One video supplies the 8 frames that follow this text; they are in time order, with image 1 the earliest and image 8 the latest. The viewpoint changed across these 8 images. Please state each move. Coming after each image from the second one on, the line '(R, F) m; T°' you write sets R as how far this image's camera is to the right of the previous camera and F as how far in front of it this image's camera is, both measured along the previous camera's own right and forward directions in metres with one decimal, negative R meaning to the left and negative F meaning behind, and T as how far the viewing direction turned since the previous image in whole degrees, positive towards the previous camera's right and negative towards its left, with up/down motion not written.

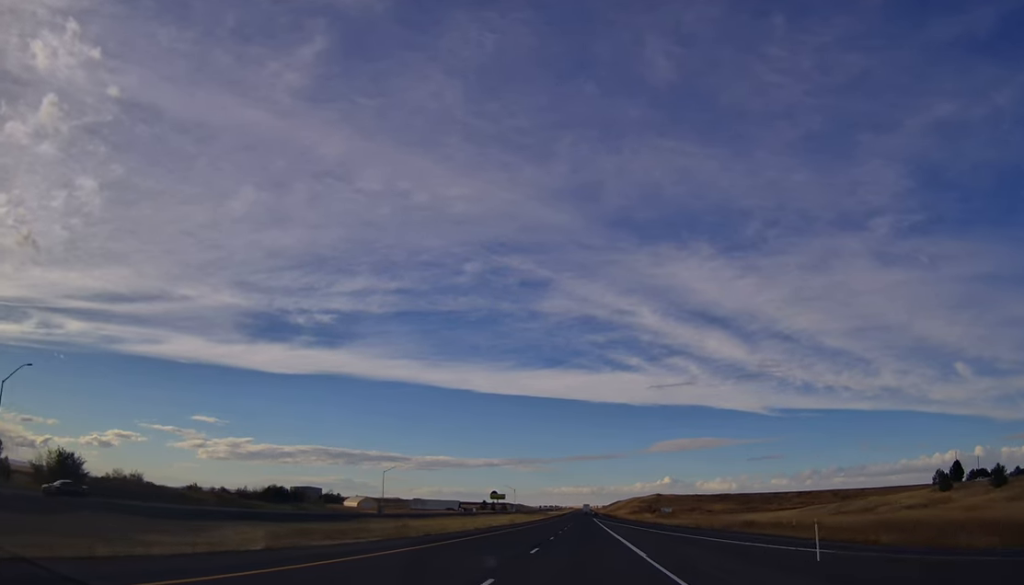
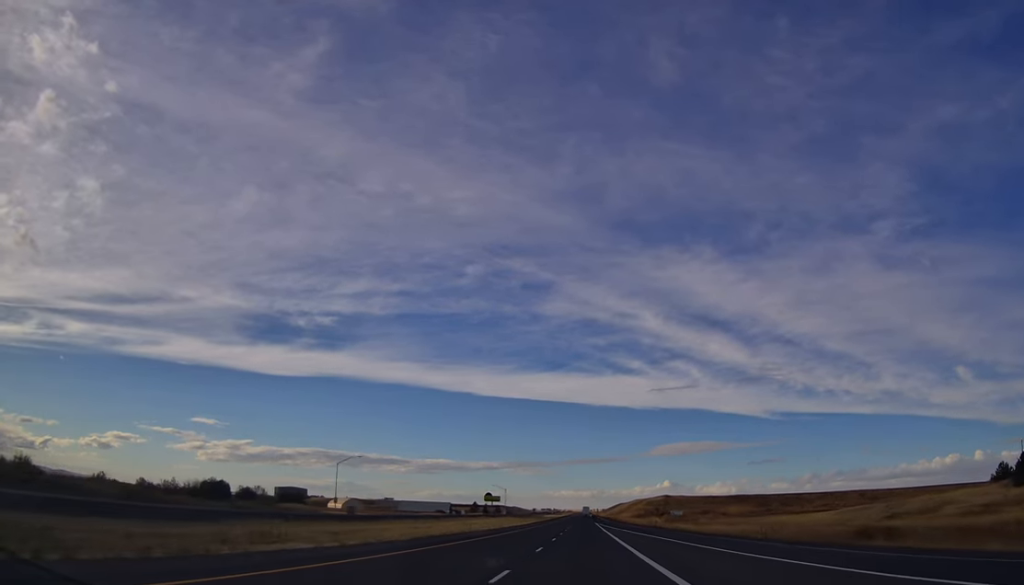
(-0.6, +34.3) m; 0°
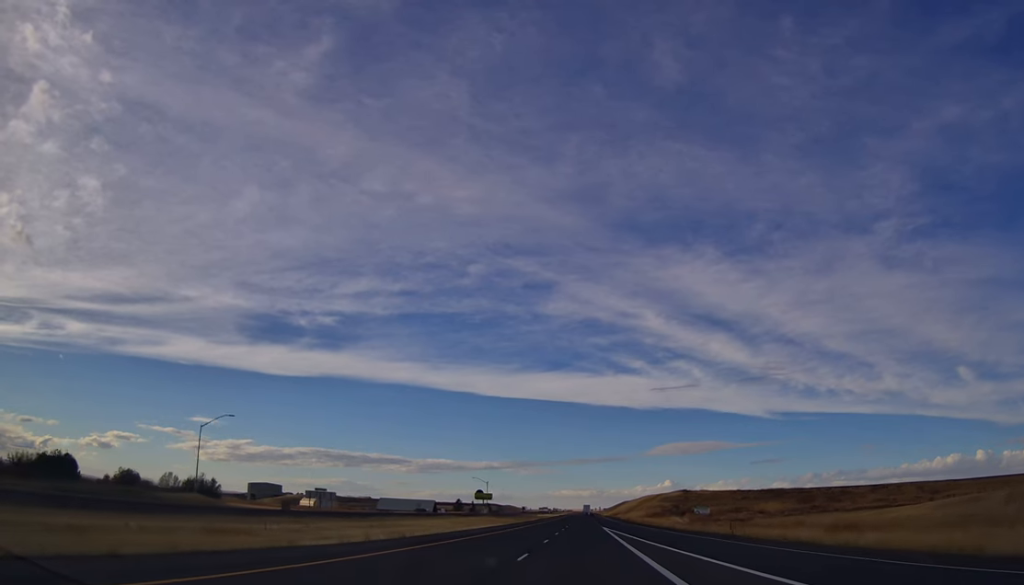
(+0.4, +55.7) m; 0°
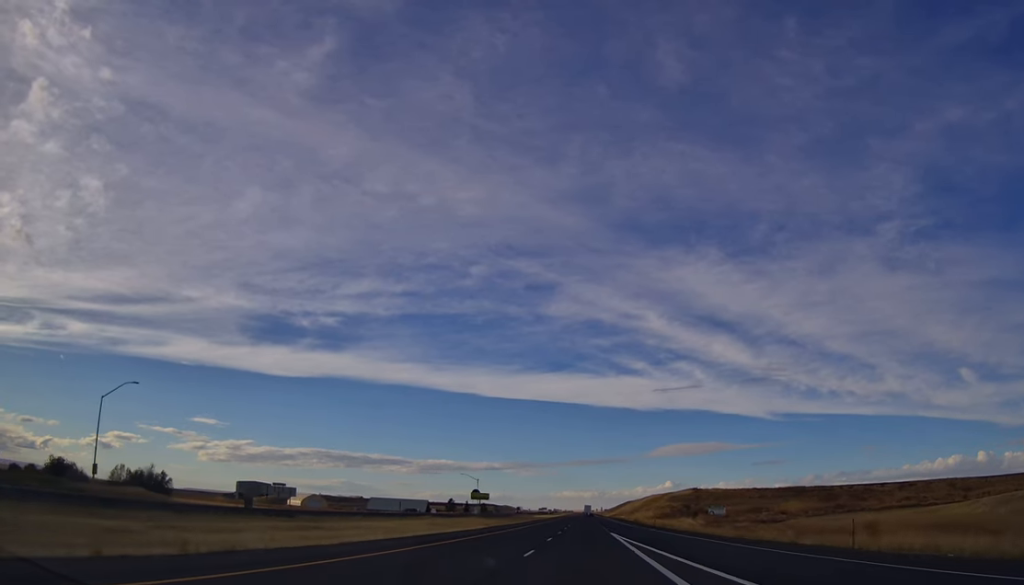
(0.0, +22.5) m; 0°
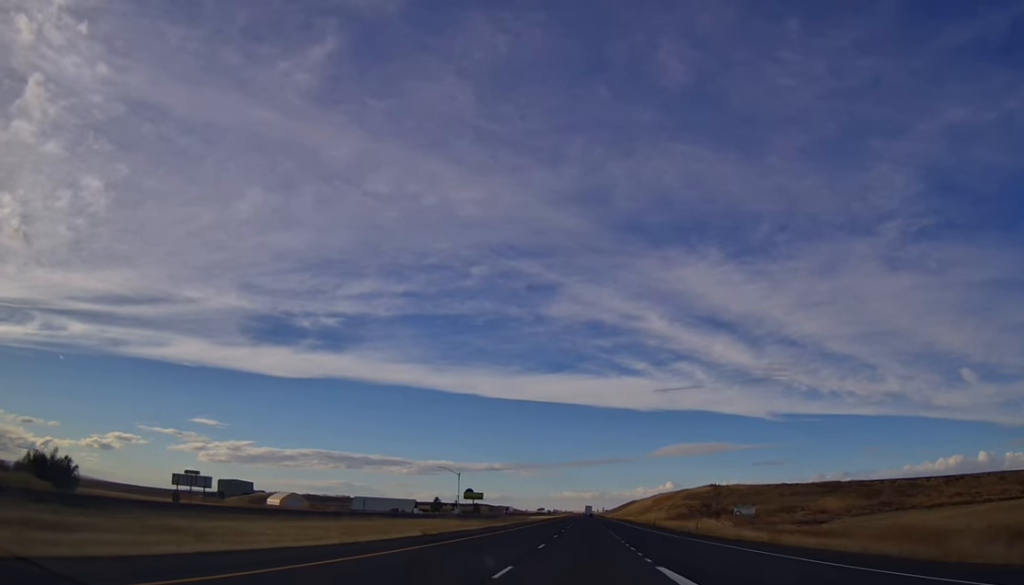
(+0.3, +32.1) m; 0°
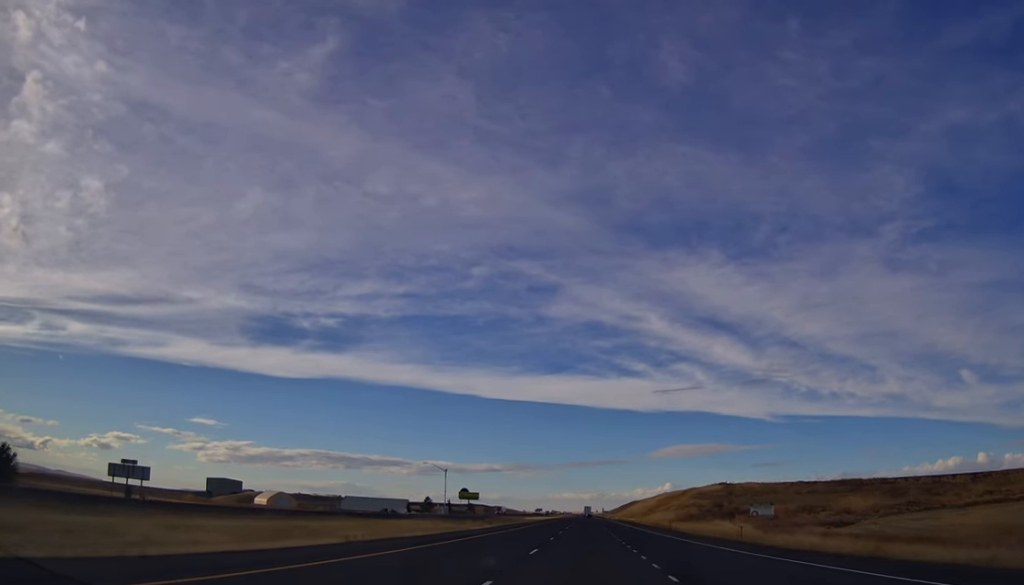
(+0.1, +16.0) m; 0°
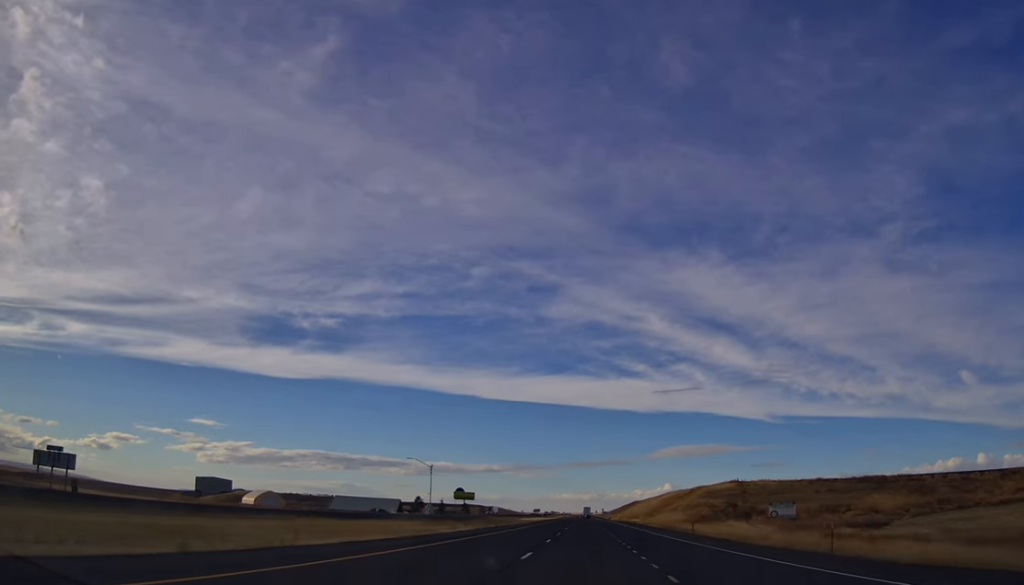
(-0.1, +14.9) m; 0°
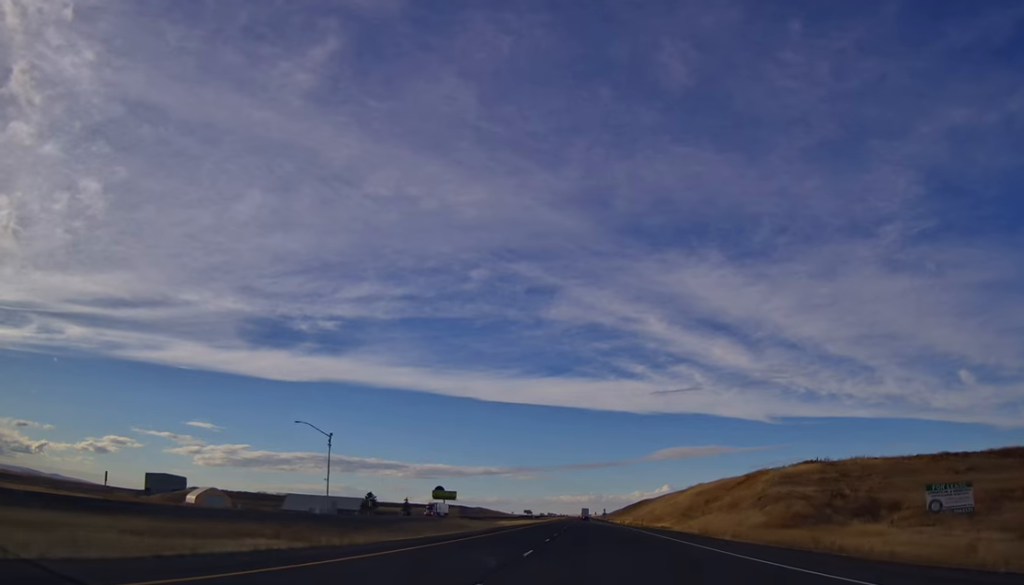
(-0.9, +59.6) m; 0°
